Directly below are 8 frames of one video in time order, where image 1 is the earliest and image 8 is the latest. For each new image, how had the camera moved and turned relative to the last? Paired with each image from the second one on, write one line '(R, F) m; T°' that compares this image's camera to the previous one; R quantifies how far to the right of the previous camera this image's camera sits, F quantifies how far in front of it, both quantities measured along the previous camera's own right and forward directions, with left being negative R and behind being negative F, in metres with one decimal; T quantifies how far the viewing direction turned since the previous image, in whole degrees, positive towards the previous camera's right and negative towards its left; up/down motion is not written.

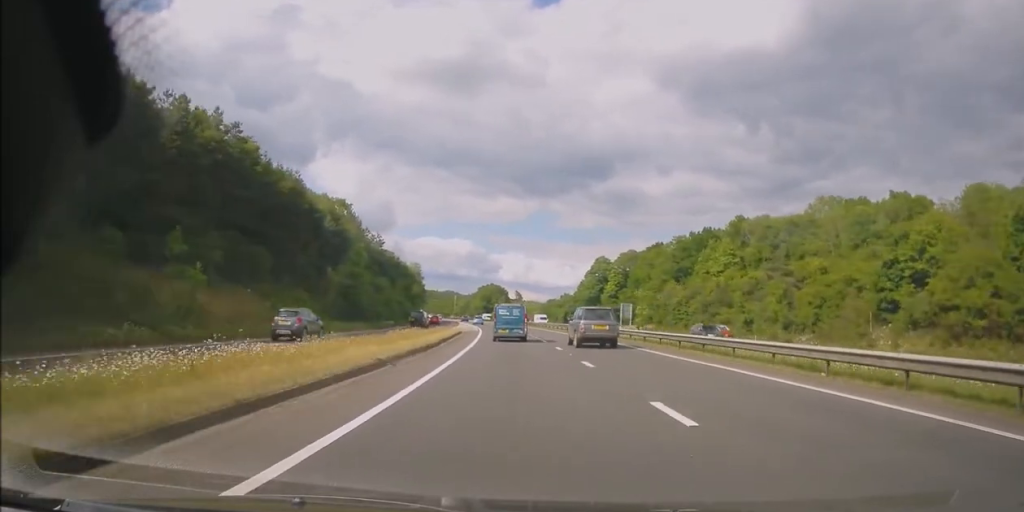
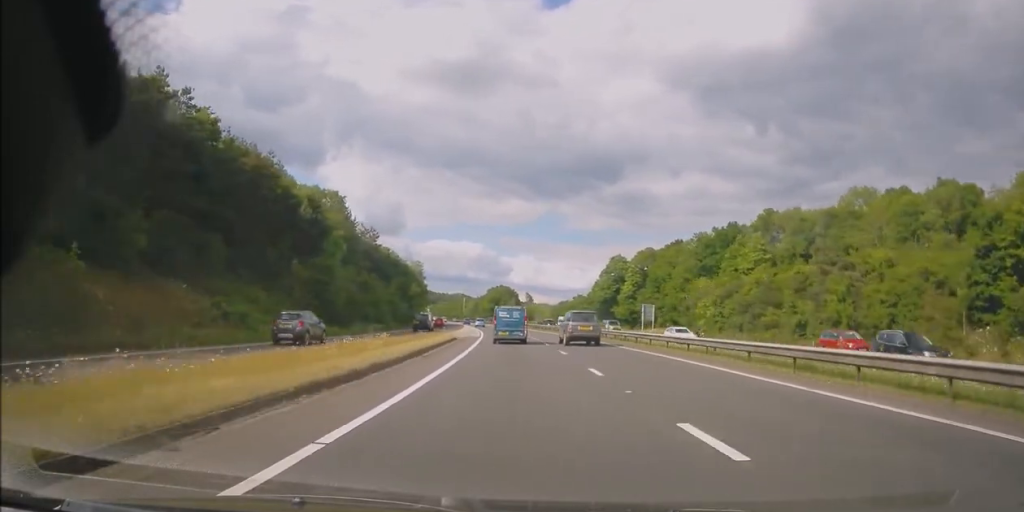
(-0.1, +10.9) m; -1°
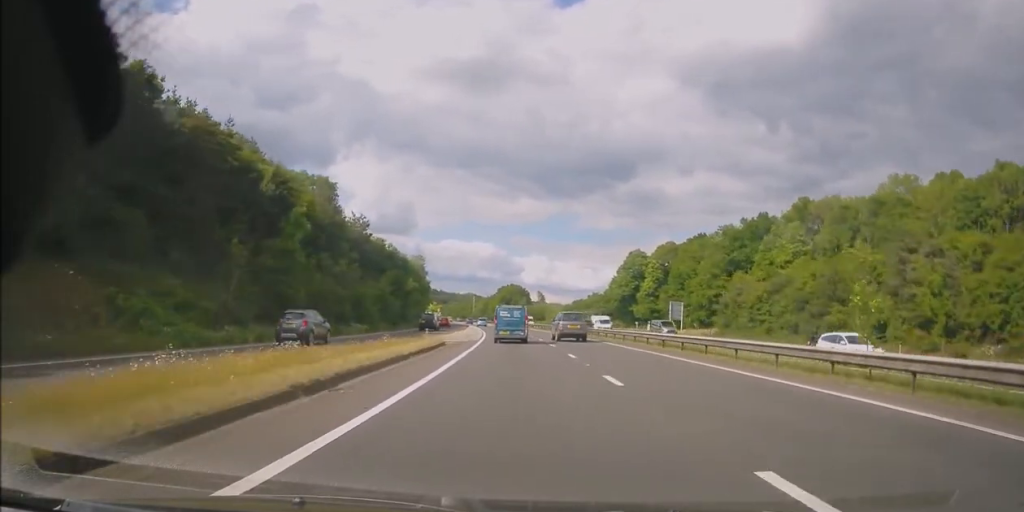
(-0.3, +11.5) m; -1°
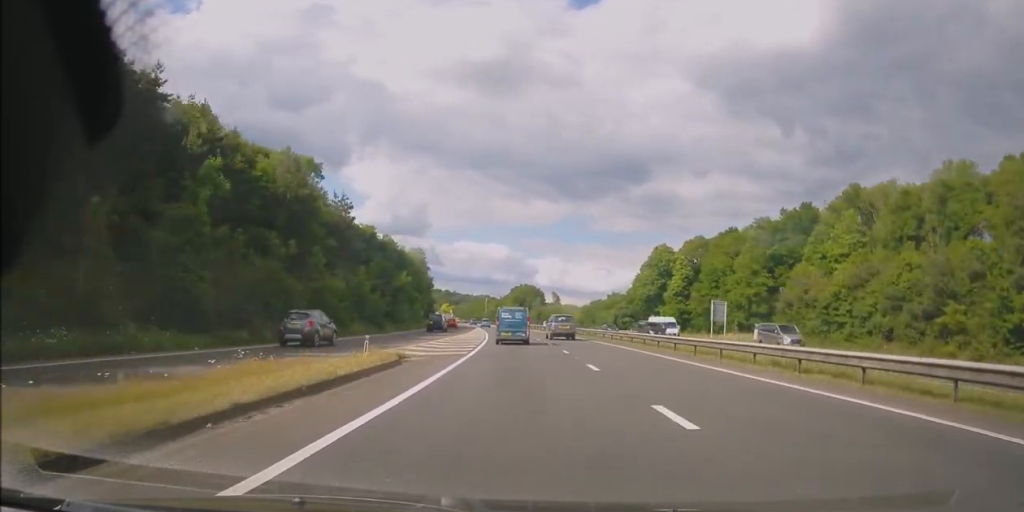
(-0.1, +13.8) m; -1°
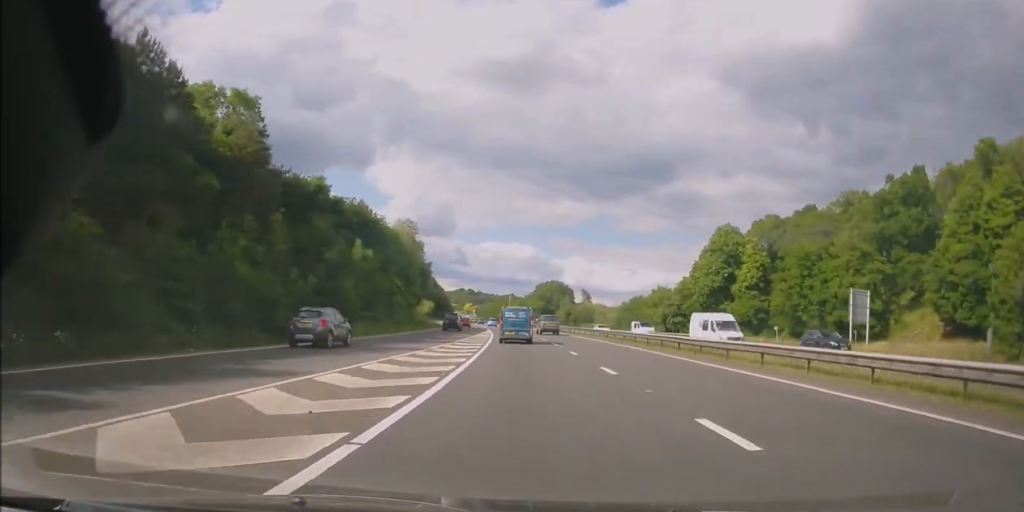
(-0.3, +28.2) m; -2°
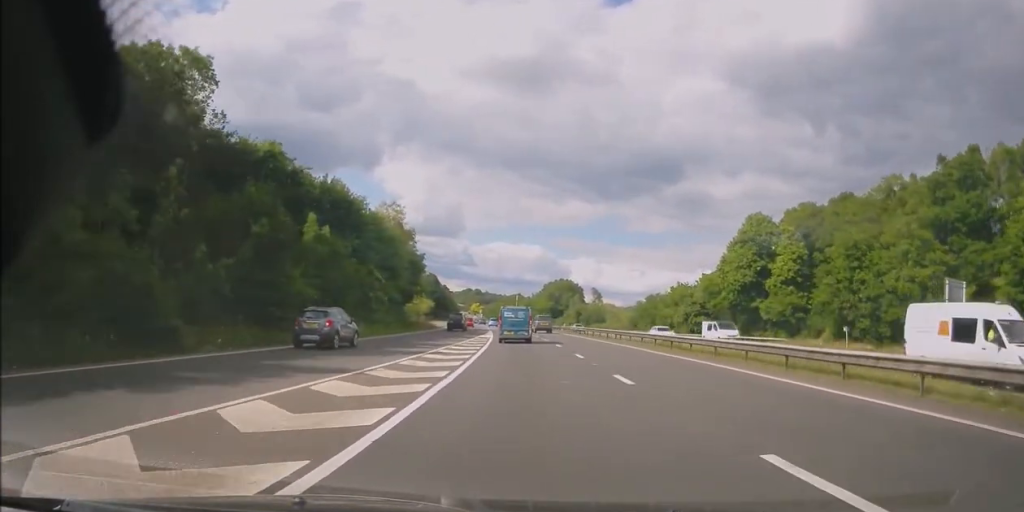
(0.0, +11.4) m; -1°
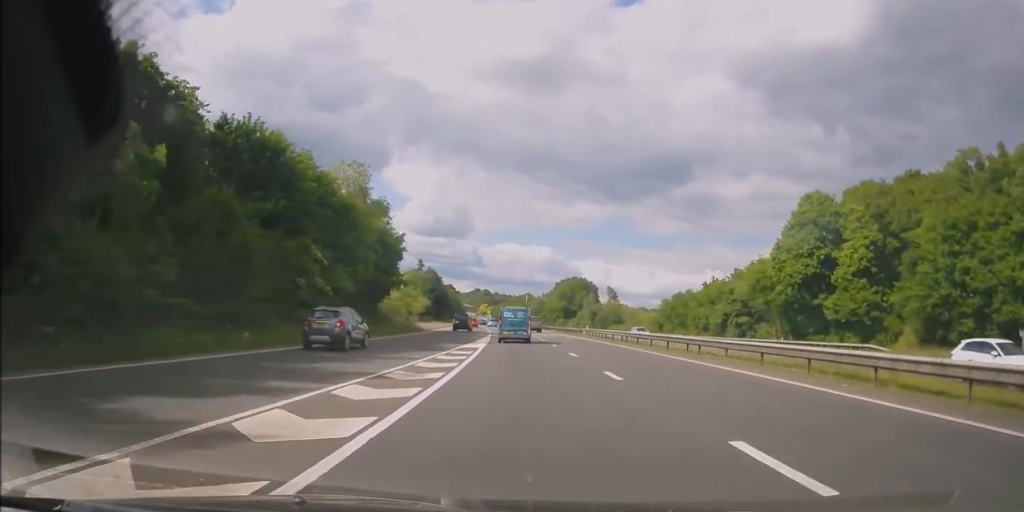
(-0.2, +17.3) m; -1°
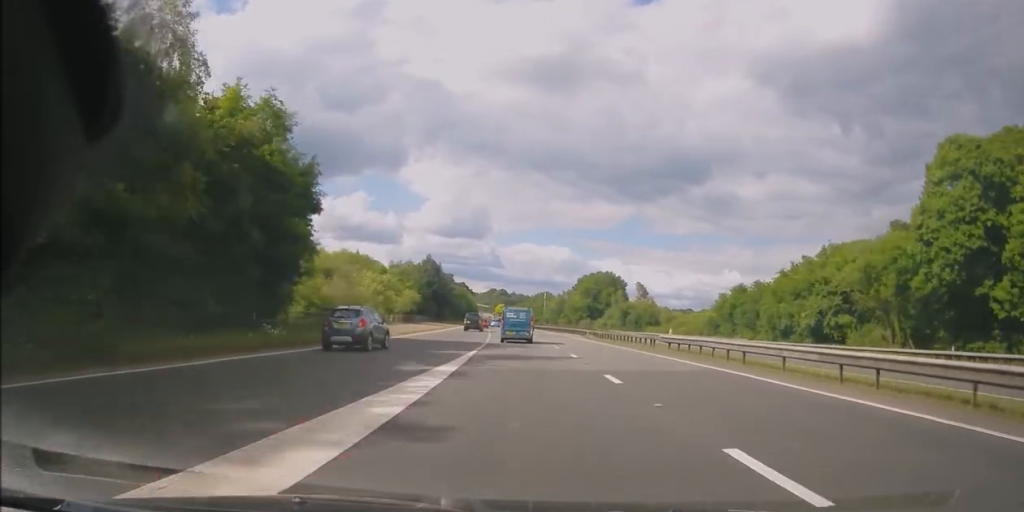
(-0.5, +27.2) m; -2°
